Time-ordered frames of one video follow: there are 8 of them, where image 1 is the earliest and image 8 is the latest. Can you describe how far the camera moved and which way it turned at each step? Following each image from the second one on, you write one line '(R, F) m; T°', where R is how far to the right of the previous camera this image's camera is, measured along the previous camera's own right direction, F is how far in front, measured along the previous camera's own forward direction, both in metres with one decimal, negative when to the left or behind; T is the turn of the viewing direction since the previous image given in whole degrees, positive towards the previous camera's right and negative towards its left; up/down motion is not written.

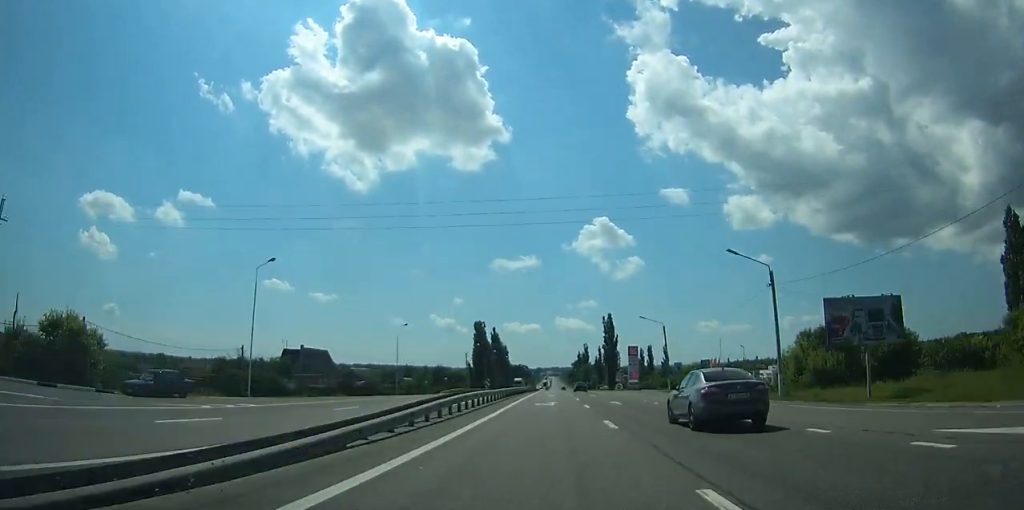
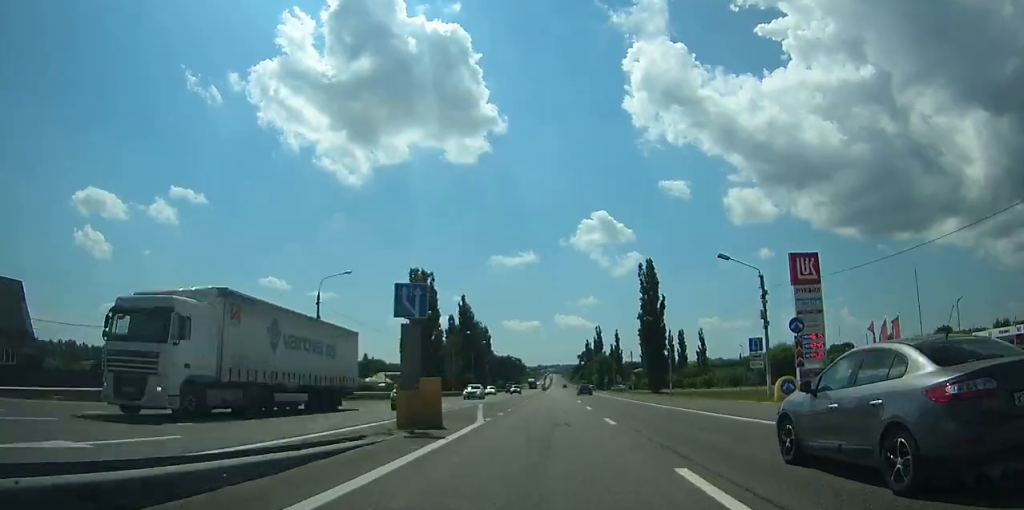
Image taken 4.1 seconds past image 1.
(-0.2, +83.1) m; 0°
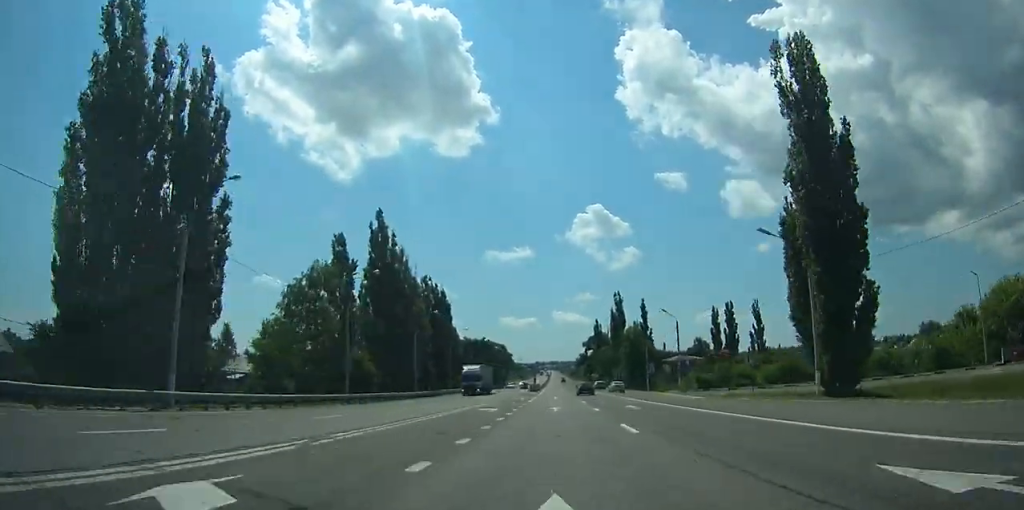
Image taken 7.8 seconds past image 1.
(+0.2, +76.0) m; 0°
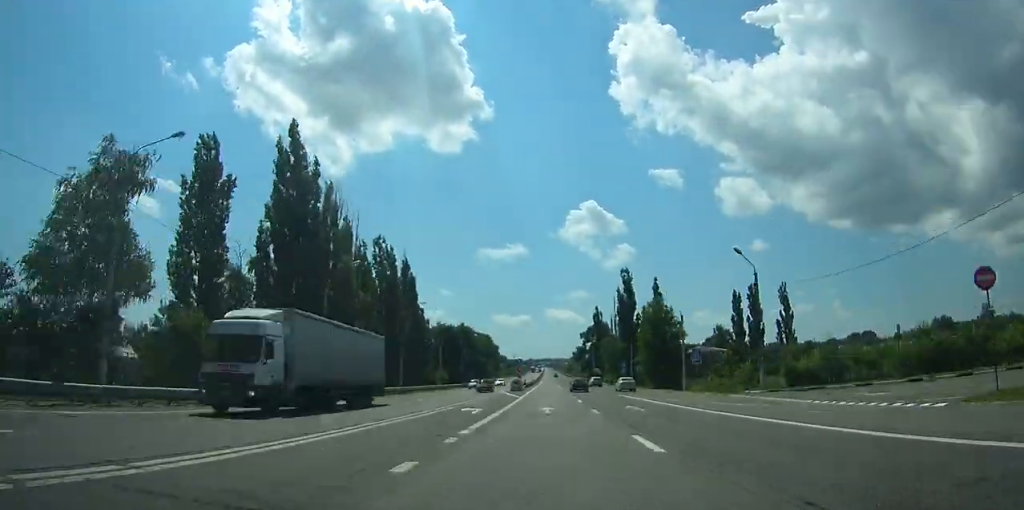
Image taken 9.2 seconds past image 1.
(+0.1, +28.1) m; 0°
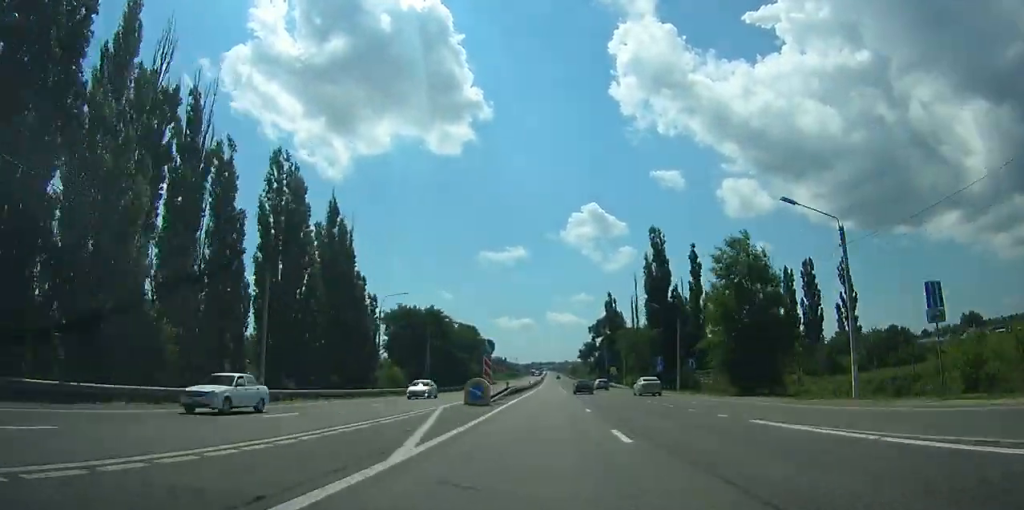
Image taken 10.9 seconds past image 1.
(0.0, +33.7) m; 0°
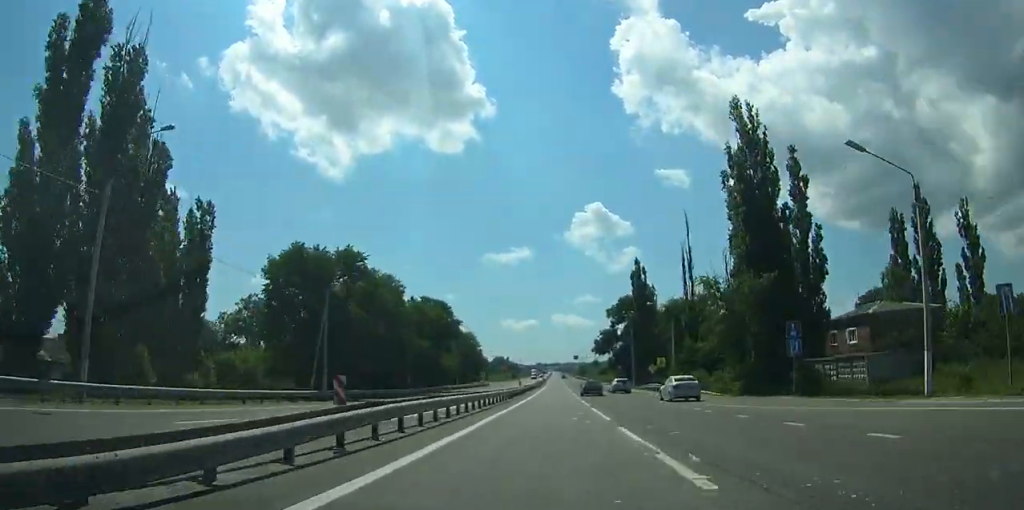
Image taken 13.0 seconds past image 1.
(-0.2, +41.0) m; 0°
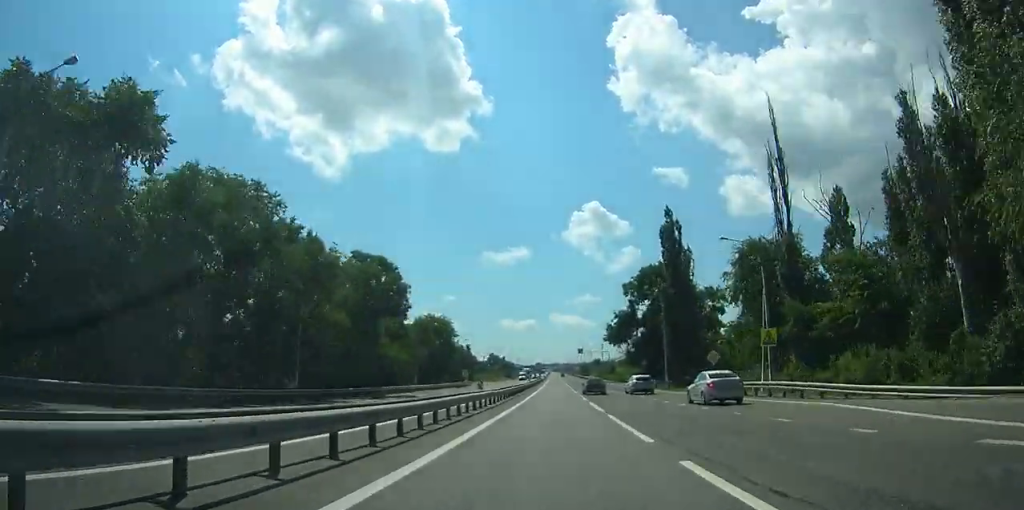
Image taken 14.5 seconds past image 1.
(0.0, +29.2) m; 0°
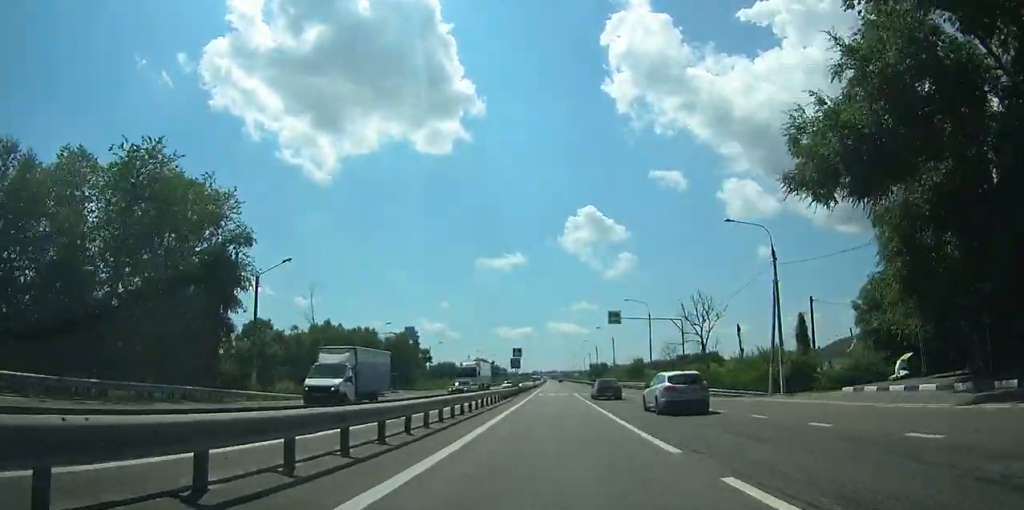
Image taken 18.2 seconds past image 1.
(+0.1, +74.6) m; 0°
